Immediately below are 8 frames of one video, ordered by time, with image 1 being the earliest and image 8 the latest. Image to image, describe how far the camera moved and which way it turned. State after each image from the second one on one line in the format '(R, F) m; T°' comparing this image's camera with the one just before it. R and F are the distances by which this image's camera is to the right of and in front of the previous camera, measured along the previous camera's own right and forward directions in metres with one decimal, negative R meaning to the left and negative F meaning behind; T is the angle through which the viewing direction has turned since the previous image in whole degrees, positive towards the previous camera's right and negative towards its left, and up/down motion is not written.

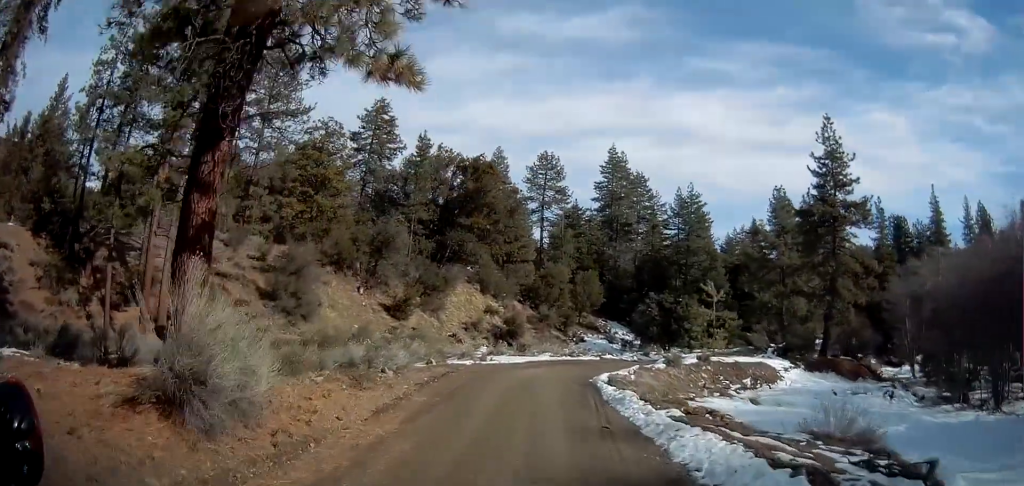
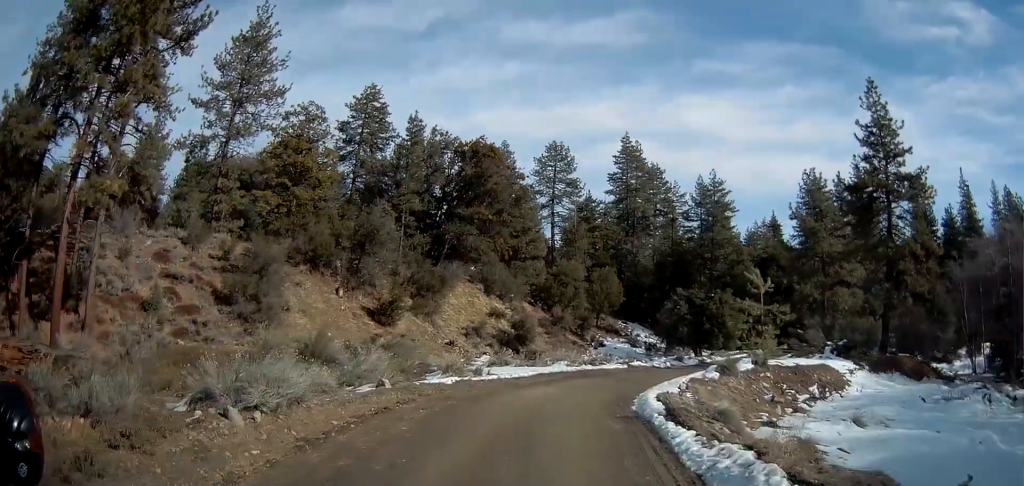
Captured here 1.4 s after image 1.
(0.0, +9.6) m; 0°
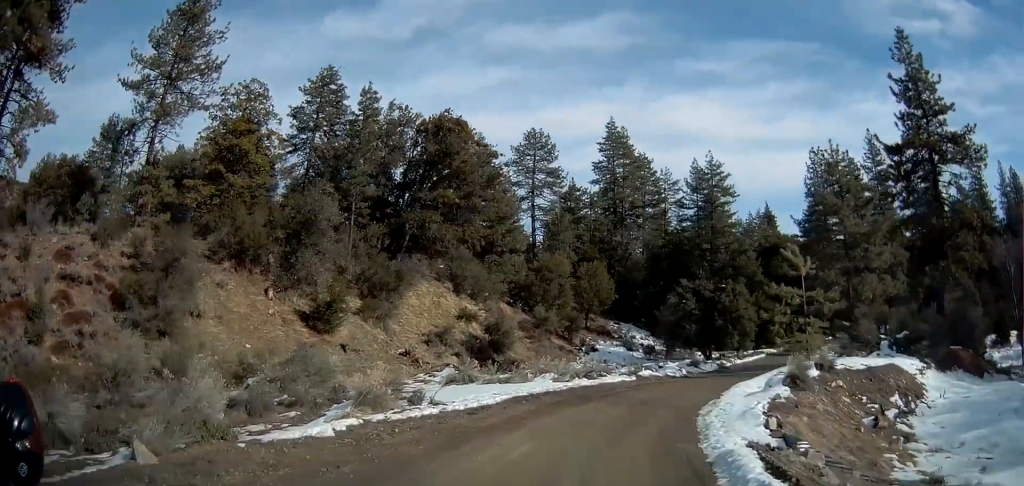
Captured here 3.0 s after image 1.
(-0.1, +10.9) m; +2°
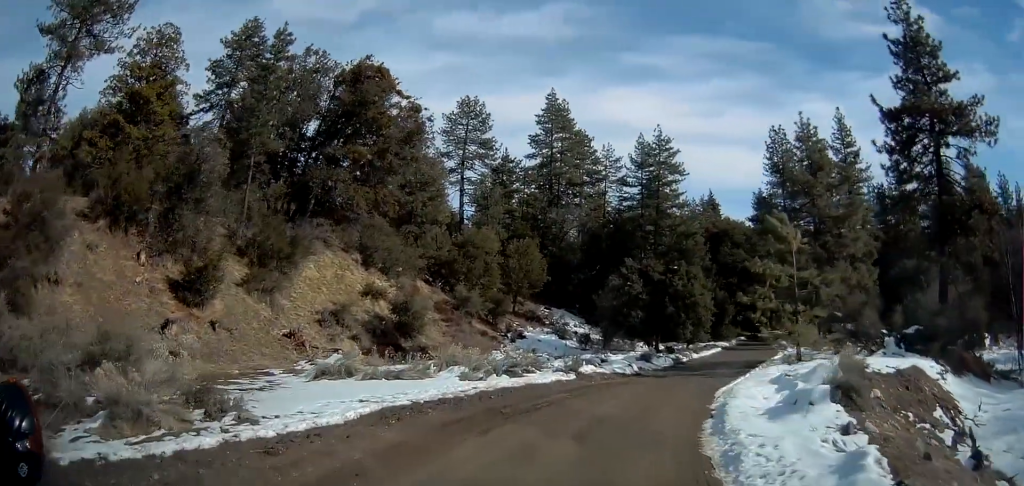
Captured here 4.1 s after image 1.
(+0.4, +8.3) m; +8°
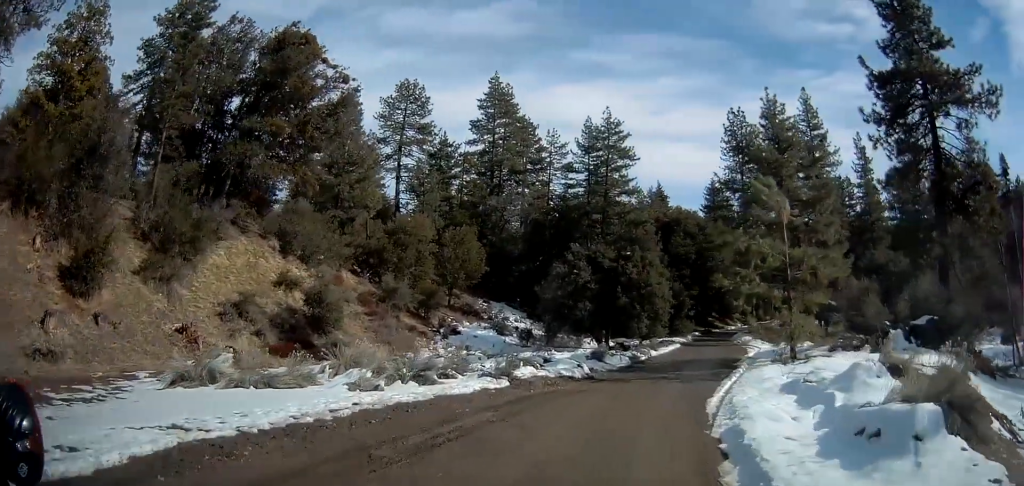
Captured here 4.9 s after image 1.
(+0.4, +5.7) m; +5°
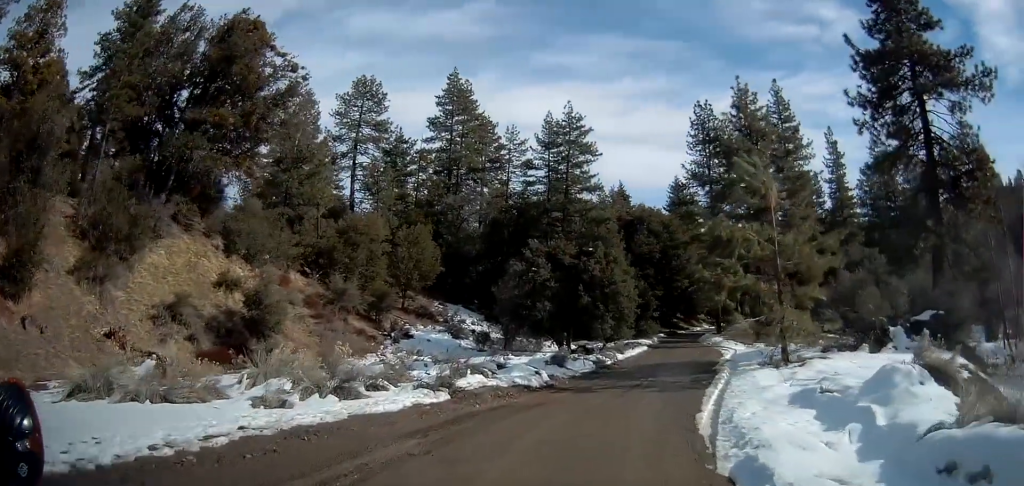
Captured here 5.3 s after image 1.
(+0.1, +3.0) m; +3°
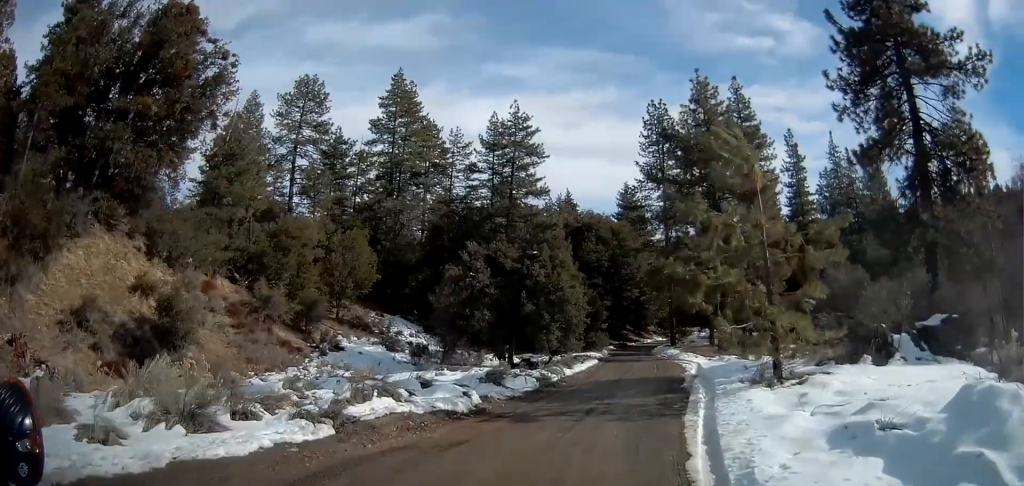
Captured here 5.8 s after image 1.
(+0.1, +4.1) m; +4°
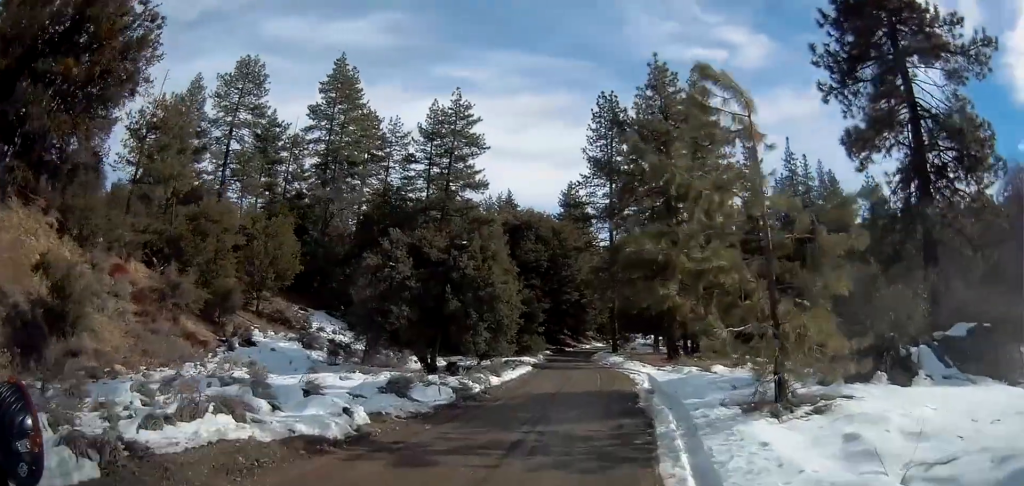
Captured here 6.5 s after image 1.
(+0.3, +4.7) m; +6°
